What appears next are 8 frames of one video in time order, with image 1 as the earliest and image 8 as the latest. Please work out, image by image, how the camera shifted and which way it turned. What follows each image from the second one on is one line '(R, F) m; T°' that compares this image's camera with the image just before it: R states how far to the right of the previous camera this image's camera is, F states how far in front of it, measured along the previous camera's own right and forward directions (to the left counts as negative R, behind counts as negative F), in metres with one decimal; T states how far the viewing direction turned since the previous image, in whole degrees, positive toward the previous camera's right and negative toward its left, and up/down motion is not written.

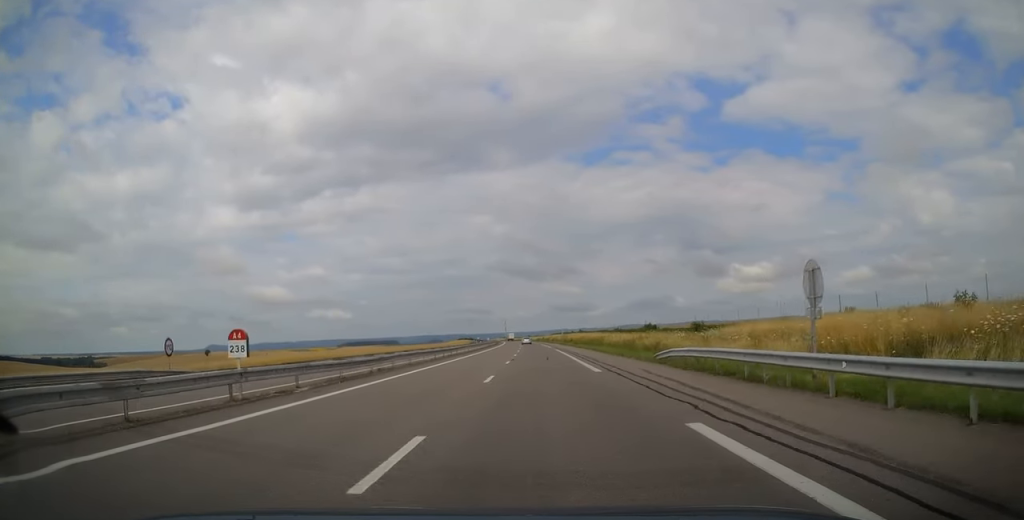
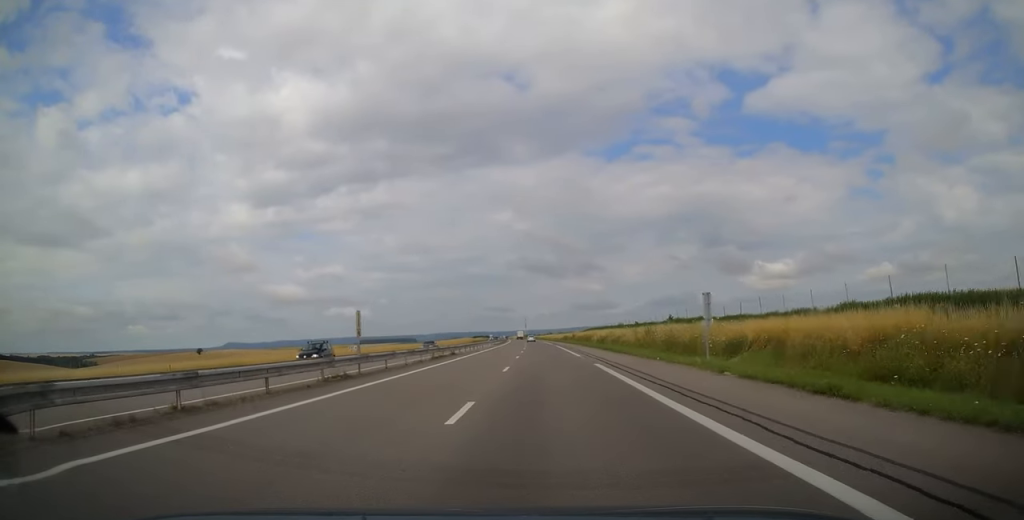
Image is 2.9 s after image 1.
(-0.2, +86.4) m; -1°
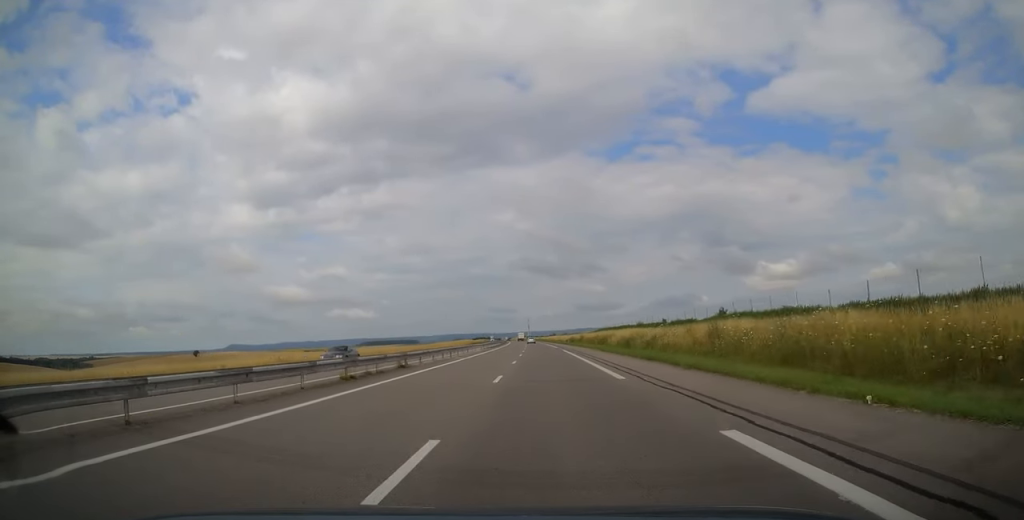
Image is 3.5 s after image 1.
(-0.2, +17.7) m; -1°
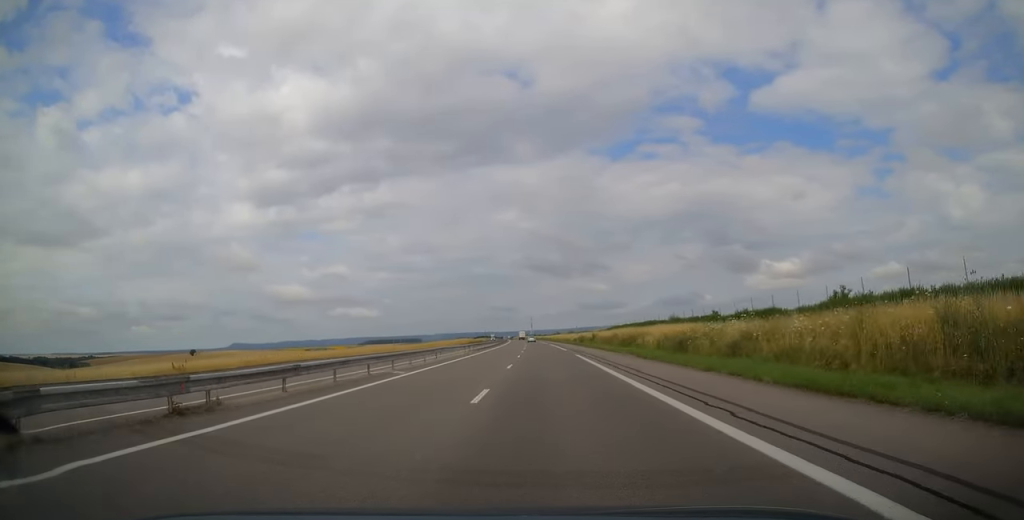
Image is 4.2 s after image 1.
(-0.1, +18.6) m; 0°
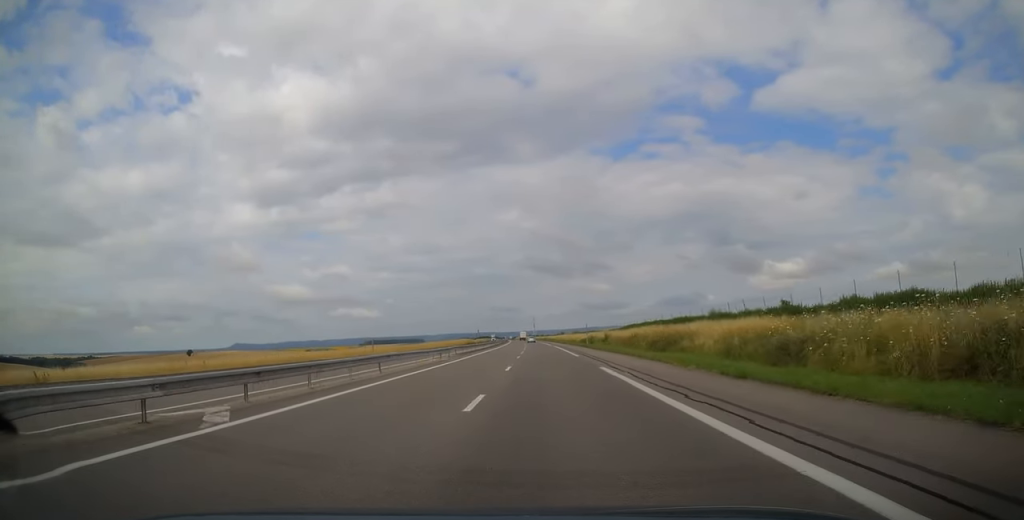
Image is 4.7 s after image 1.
(0.0, +14.2) m; 0°
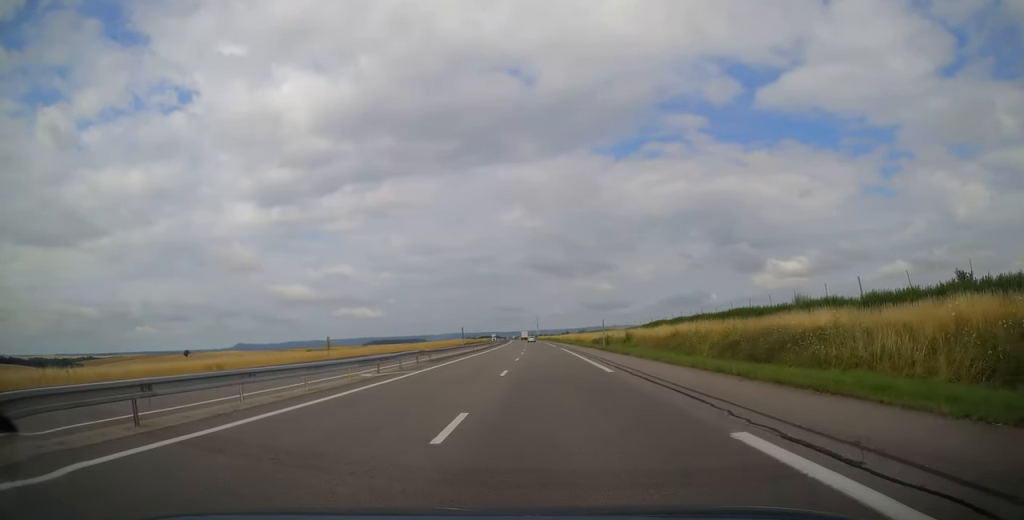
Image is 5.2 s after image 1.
(0.0, +16.2) m; 0°
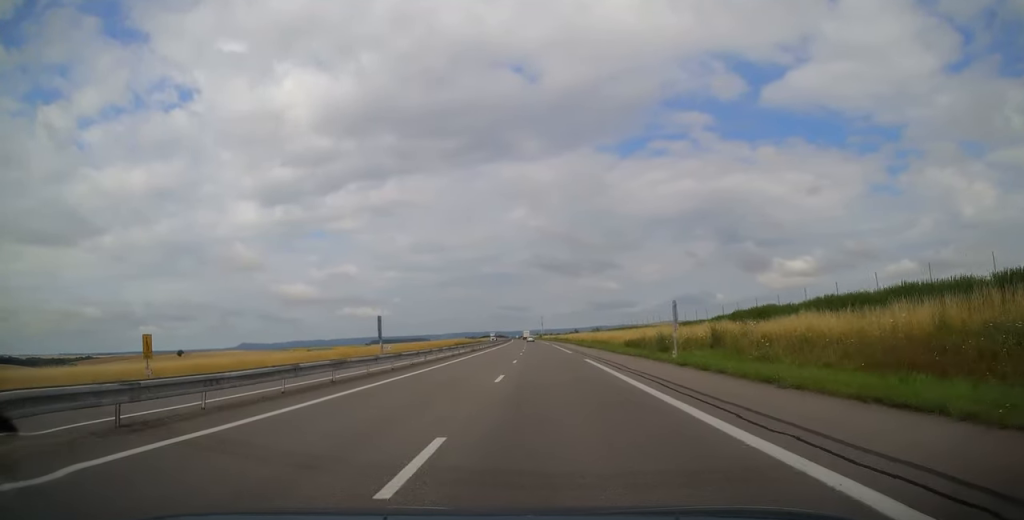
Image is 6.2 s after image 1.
(-0.1, +28.4) m; -1°
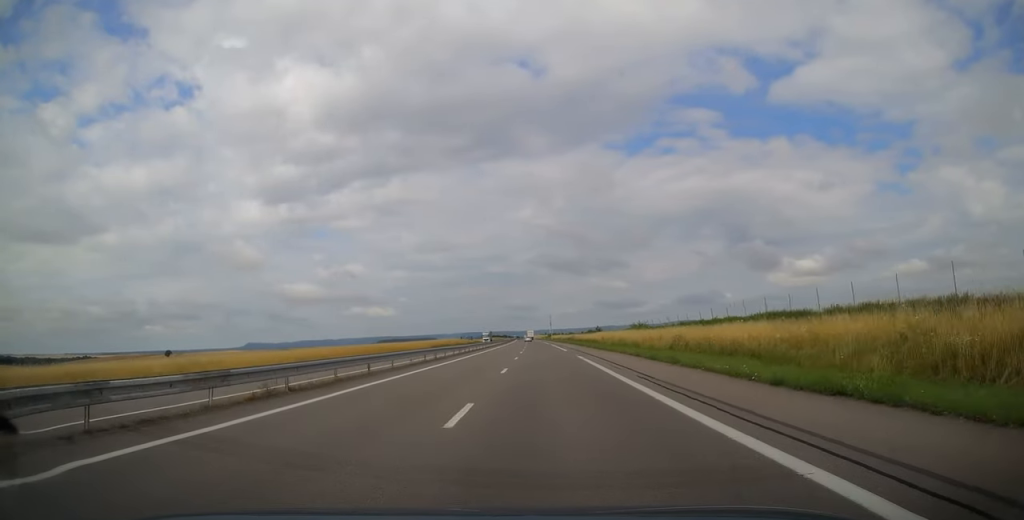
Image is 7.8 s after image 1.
(-0.5, +47.6) m; -1°
